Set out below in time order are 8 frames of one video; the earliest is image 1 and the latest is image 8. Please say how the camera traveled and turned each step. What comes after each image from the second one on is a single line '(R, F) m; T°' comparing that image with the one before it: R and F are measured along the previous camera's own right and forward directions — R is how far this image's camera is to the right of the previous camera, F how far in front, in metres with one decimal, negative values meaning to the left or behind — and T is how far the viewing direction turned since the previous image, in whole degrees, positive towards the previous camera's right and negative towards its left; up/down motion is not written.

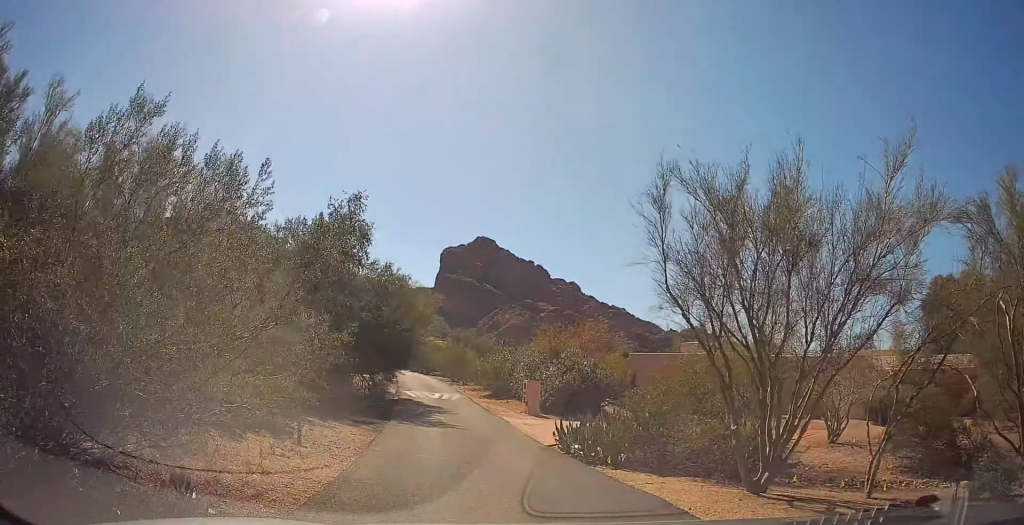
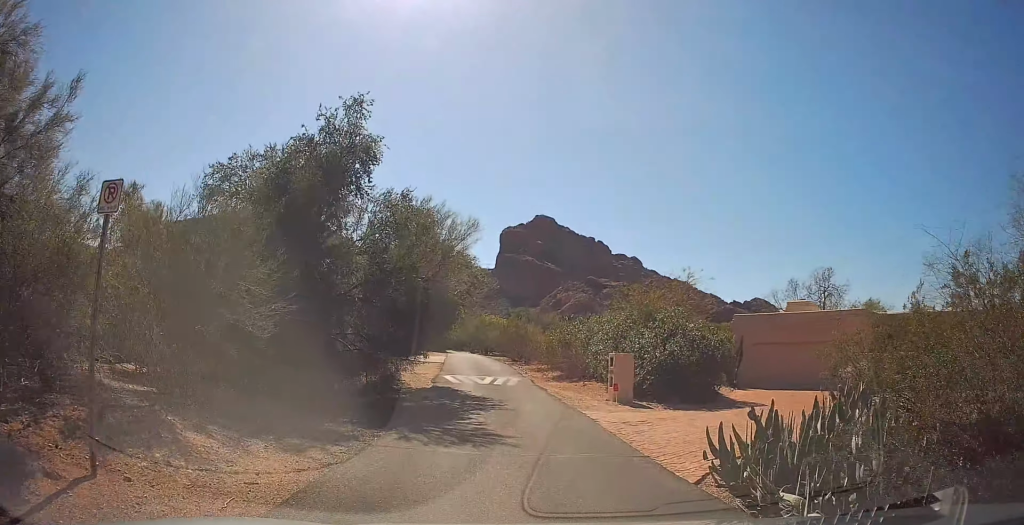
(-0.7, +7.8) m; 0°
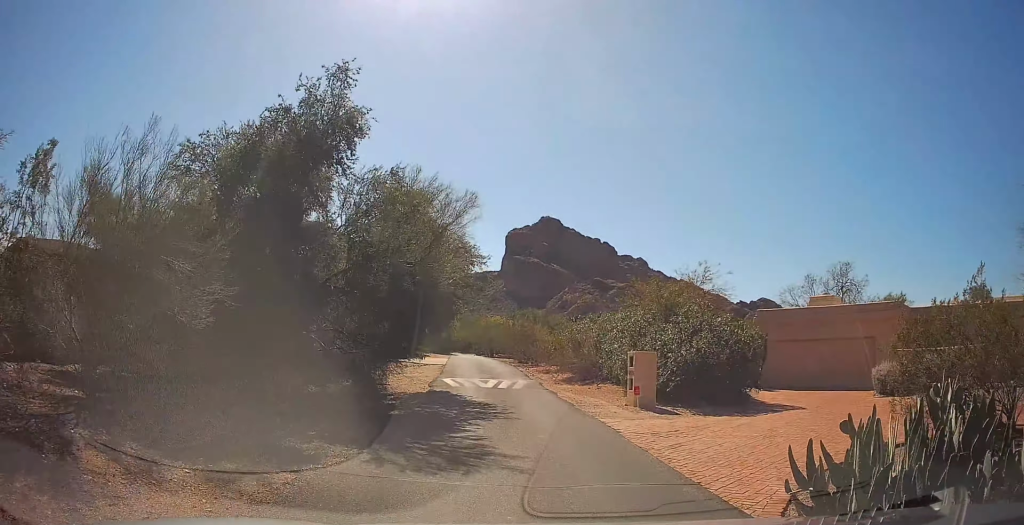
(+0.1, +2.1) m; 0°
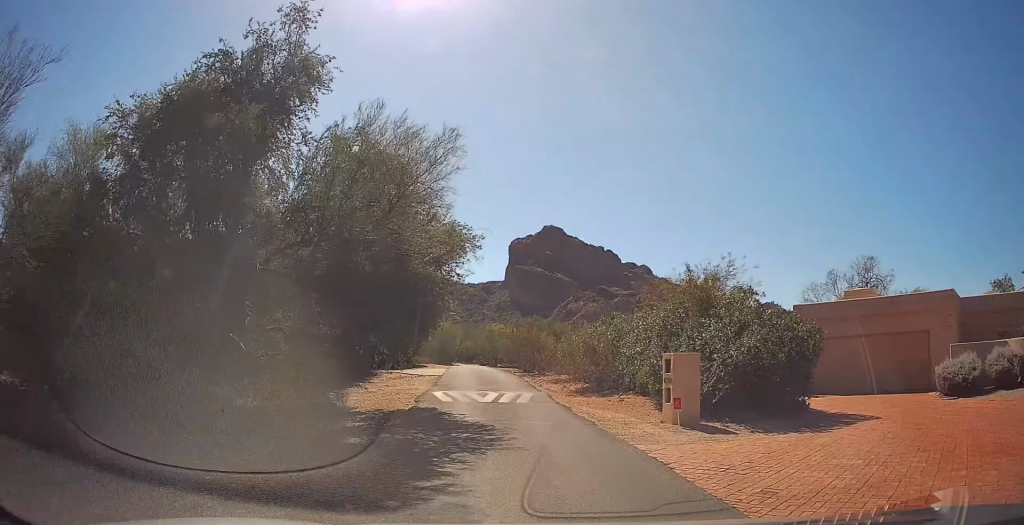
(+0.2, +3.4) m; -1°
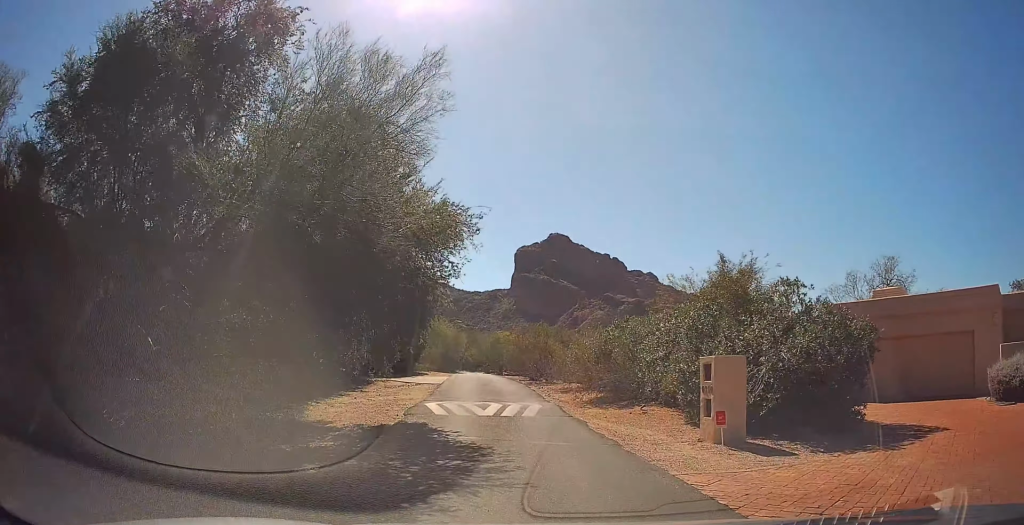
(-0.2, +2.4) m; 0°
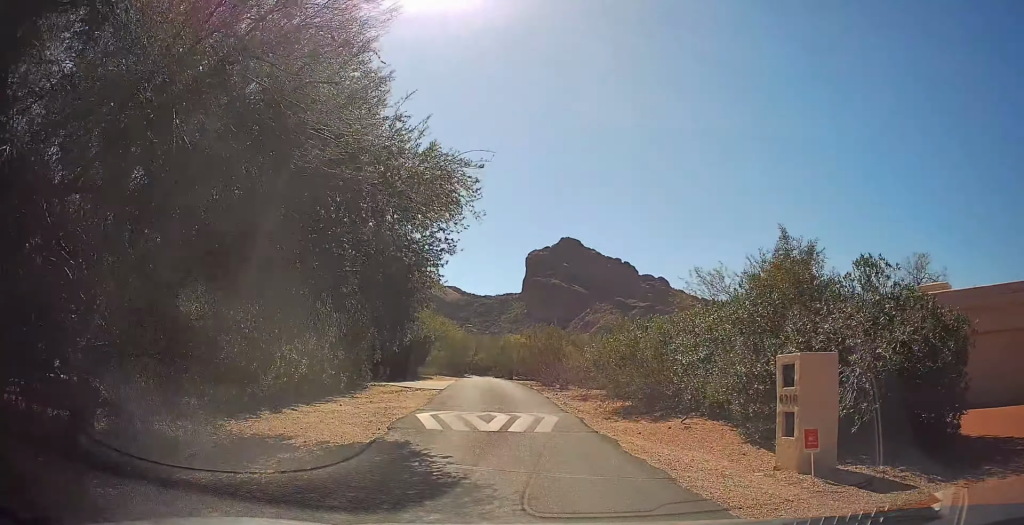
(-0.2, +3.0) m; 0°
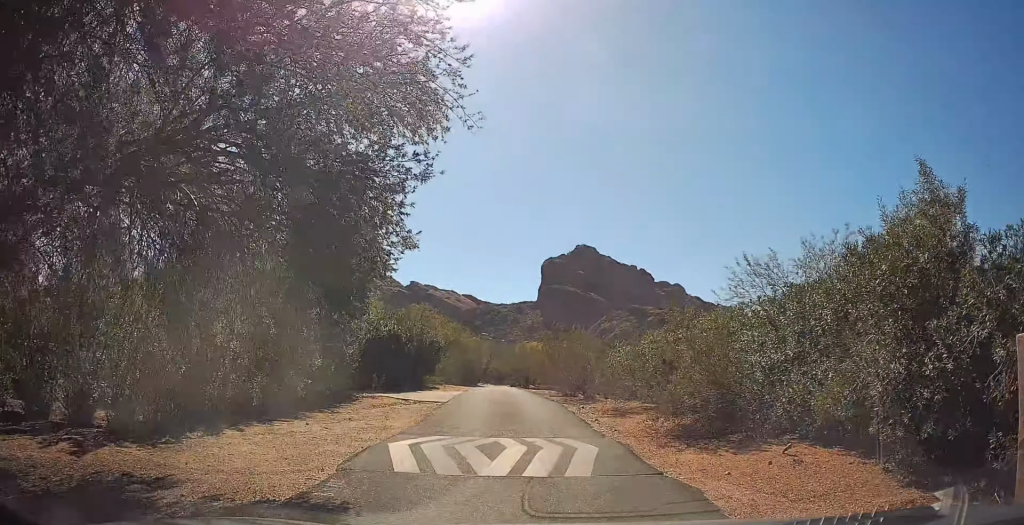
(+0.4, +4.4) m; -4°
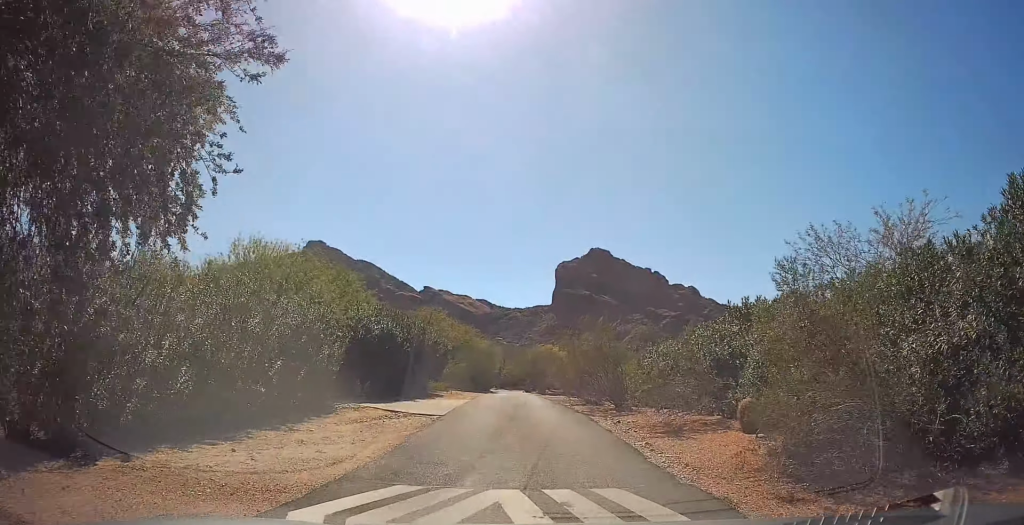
(-0.6, +4.4) m; -5°
